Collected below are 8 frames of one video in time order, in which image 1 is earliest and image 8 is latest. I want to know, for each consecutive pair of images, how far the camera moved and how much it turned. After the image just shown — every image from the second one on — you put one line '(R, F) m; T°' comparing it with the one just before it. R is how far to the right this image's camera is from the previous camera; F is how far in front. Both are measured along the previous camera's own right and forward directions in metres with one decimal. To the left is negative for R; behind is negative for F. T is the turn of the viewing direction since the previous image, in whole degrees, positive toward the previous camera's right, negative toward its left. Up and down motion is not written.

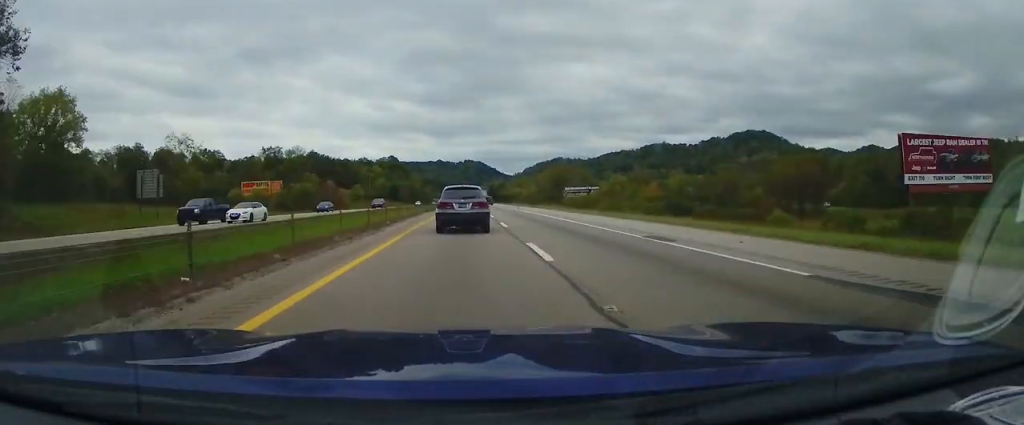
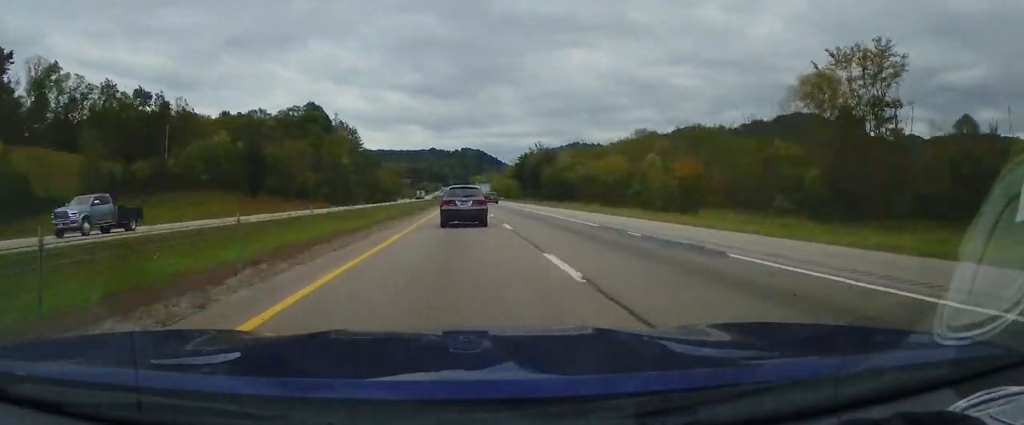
(+0.2, +195.7) m; 0°
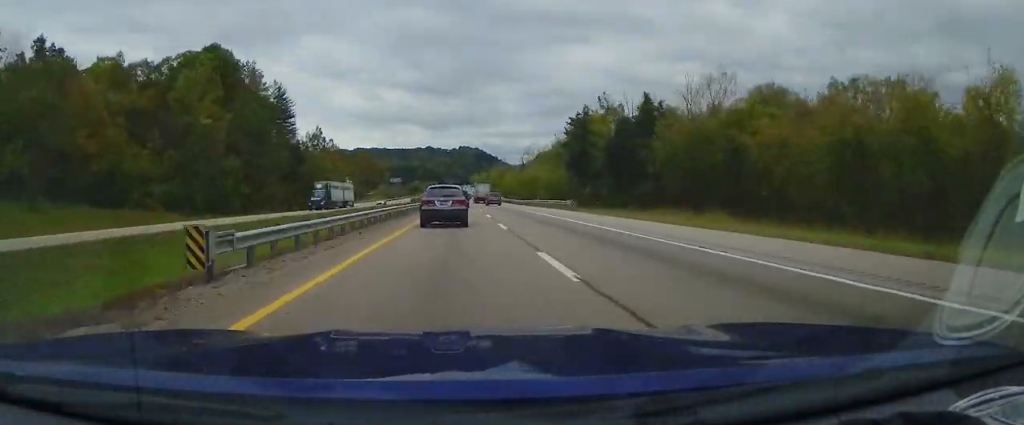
(+0.3, +79.7) m; 0°
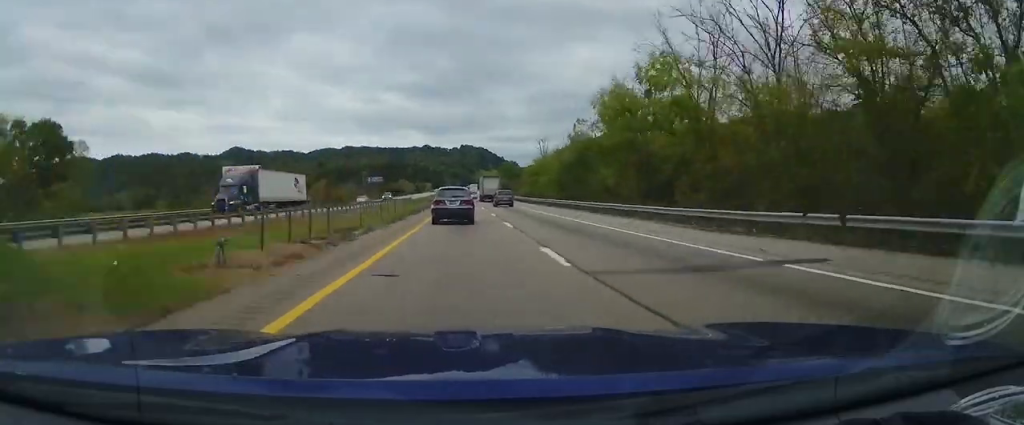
(-0.4, +163.4) m; 0°
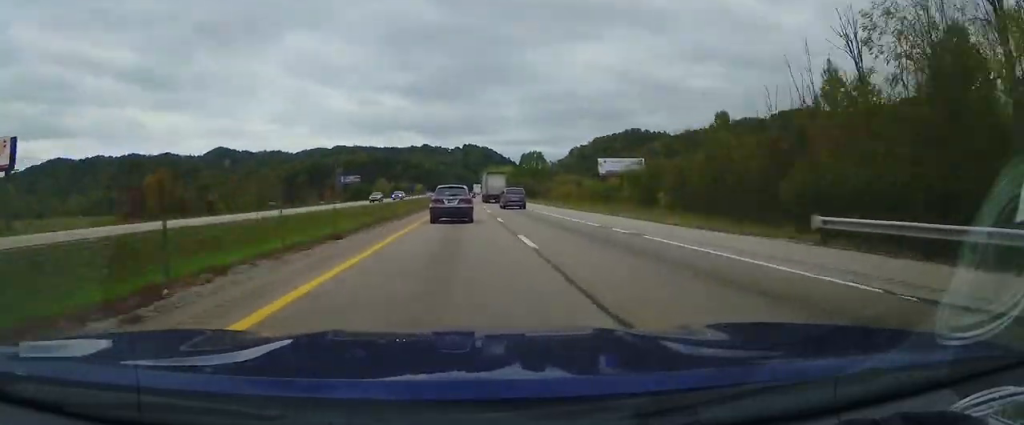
(+1.1, +116.5) m; 0°
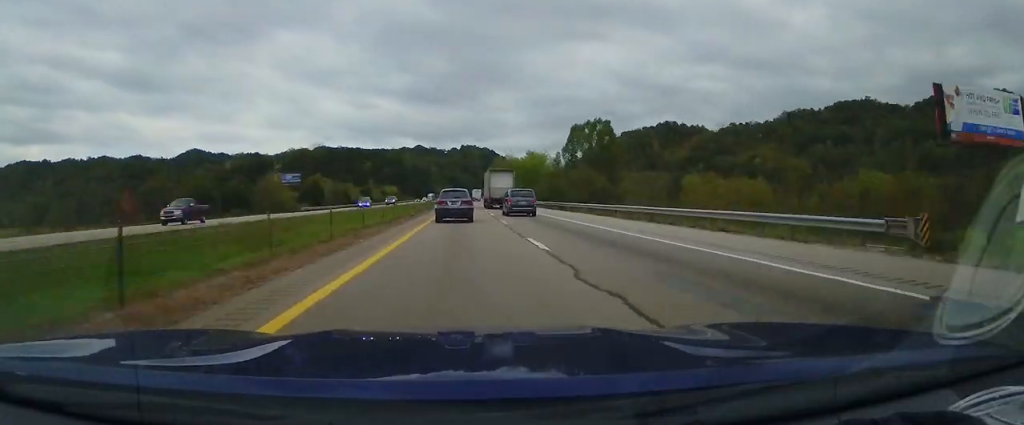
(-1.4, +135.4) m; 0°
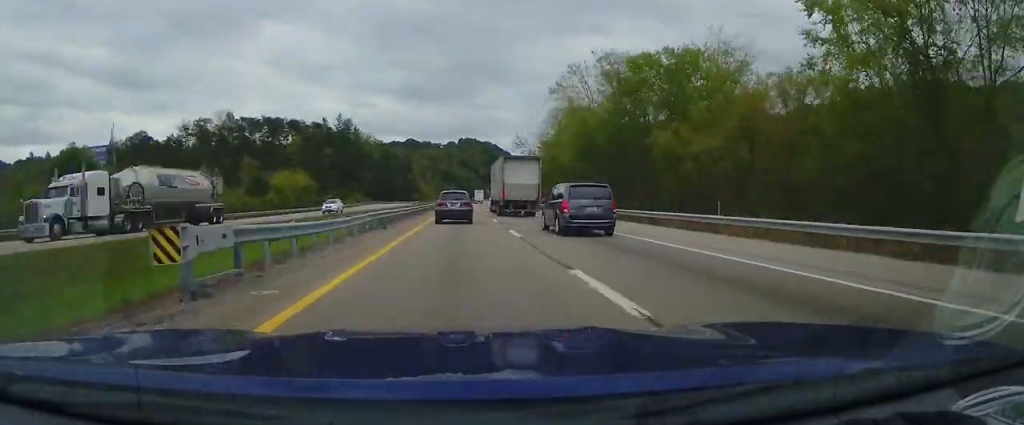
(+0.7, +143.0) m; +1°
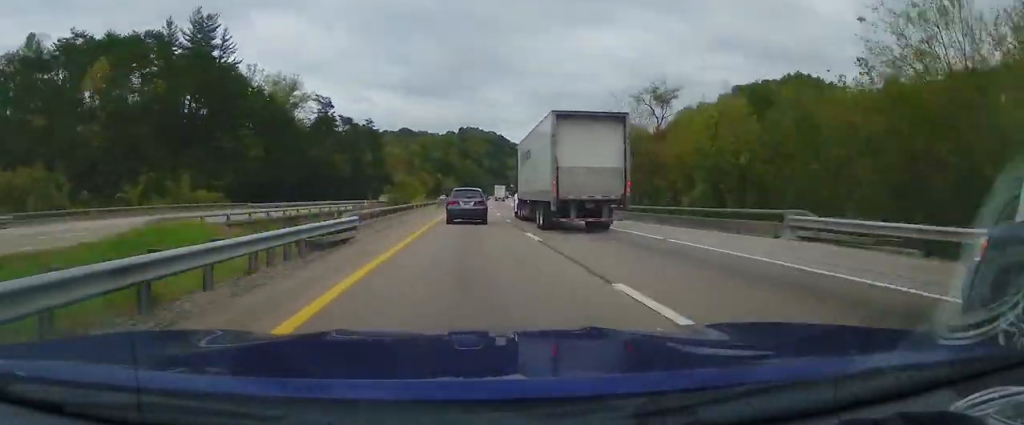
(+0.4, +109.7) m; +2°
